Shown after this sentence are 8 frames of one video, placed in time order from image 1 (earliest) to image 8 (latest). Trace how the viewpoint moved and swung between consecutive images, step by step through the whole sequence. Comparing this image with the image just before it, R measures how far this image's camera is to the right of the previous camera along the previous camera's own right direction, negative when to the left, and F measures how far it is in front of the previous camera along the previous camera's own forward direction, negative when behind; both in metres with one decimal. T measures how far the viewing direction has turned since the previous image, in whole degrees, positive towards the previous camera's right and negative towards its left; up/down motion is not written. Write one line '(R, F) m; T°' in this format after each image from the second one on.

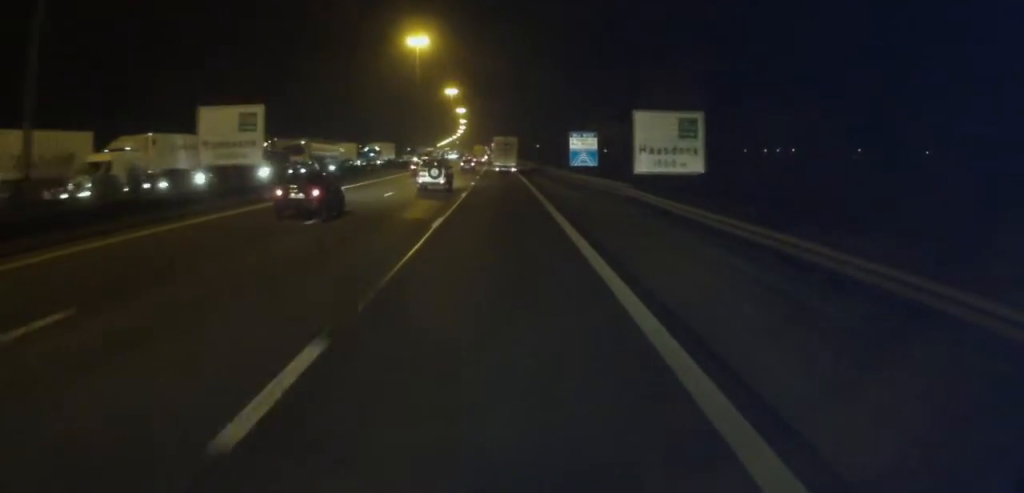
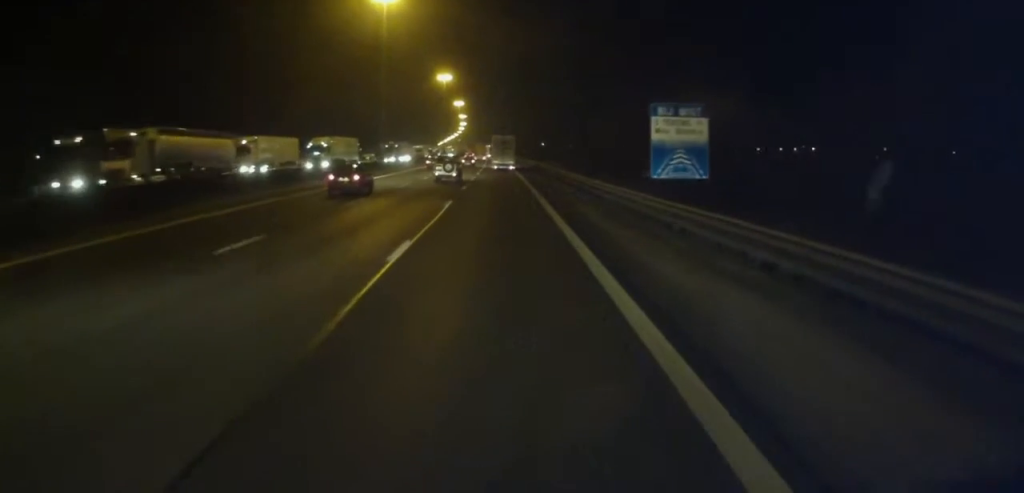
(+0.6, +30.7) m; +1°
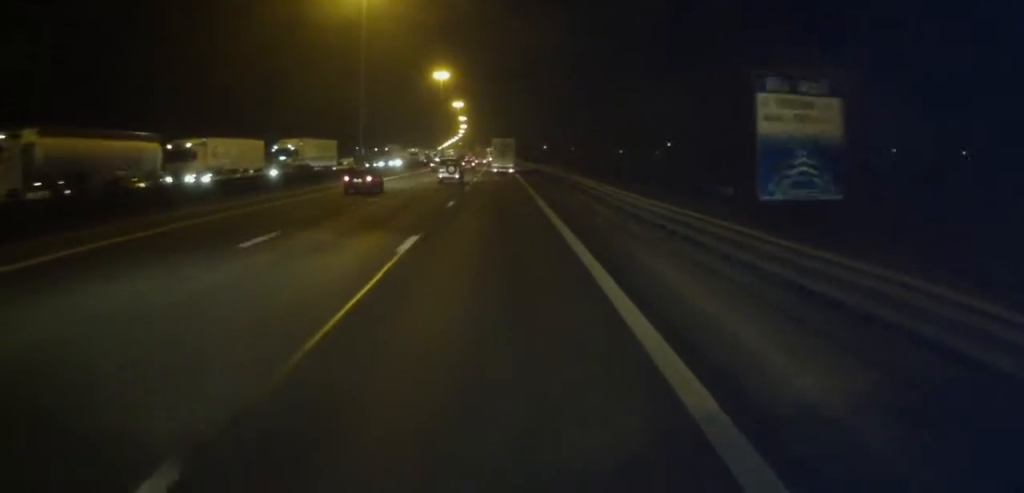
(0.0, +11.0) m; 0°
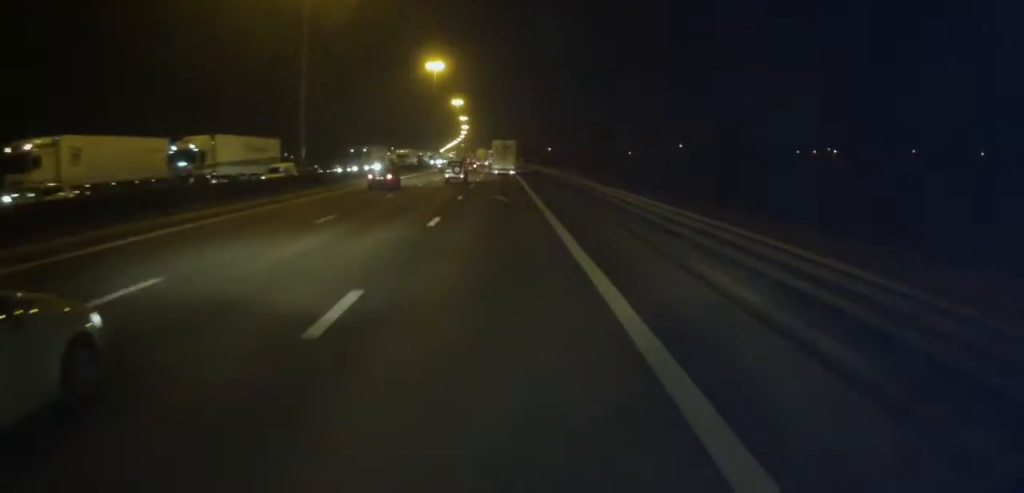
(0.0, +18.9) m; 0°
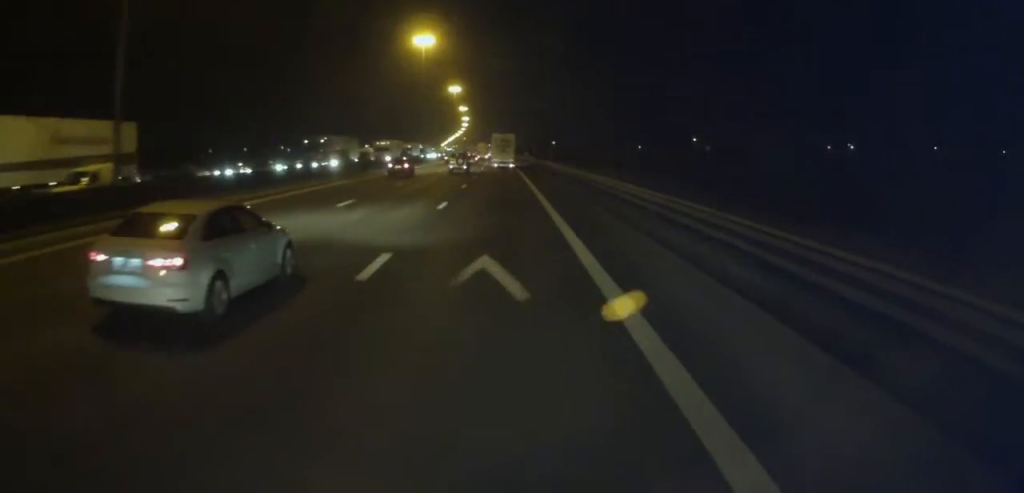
(-0.1, +22.0) m; 0°
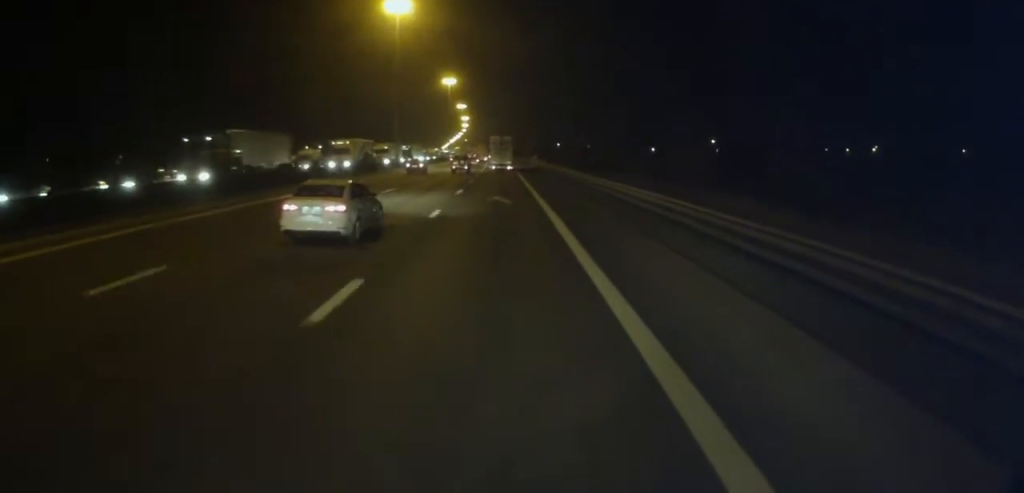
(0.0, +27.5) m; 0°
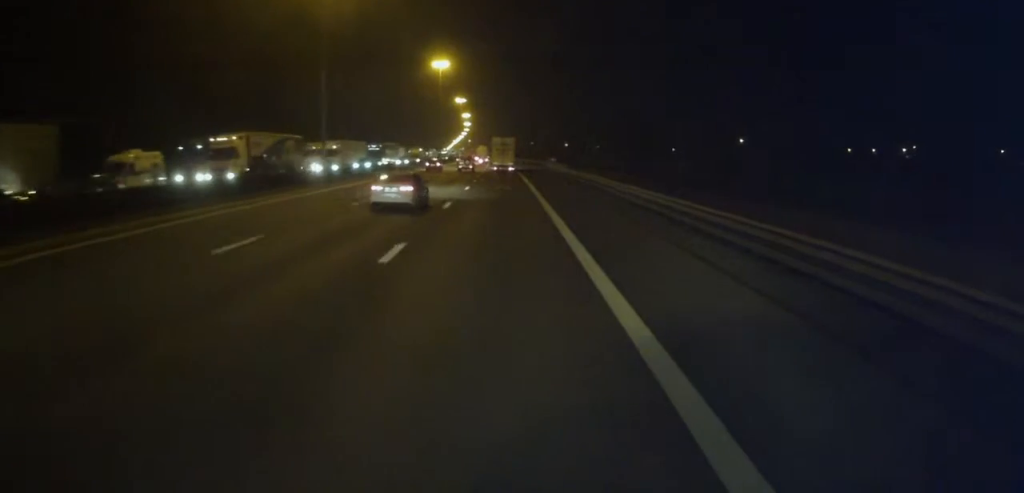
(-0.4, +33.0) m; -1°
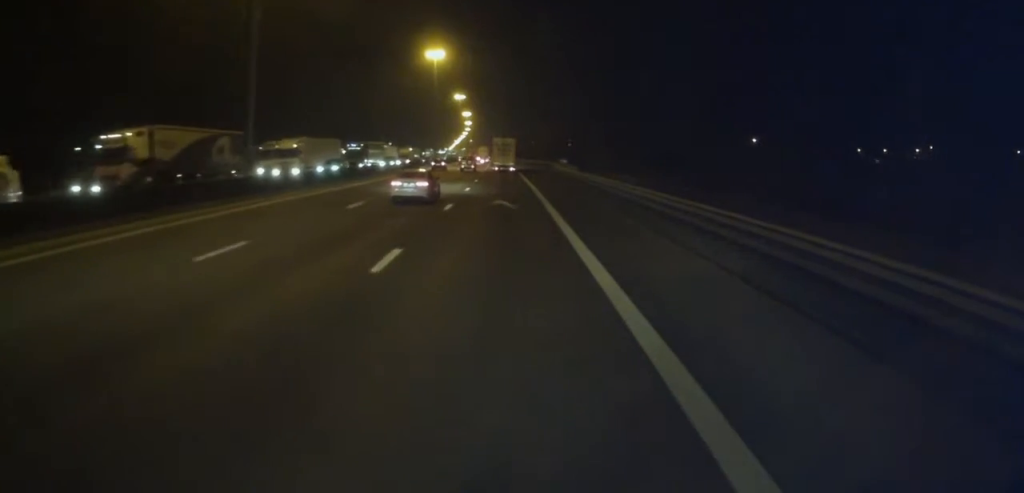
(+0.2, +13.3) m; 0°
